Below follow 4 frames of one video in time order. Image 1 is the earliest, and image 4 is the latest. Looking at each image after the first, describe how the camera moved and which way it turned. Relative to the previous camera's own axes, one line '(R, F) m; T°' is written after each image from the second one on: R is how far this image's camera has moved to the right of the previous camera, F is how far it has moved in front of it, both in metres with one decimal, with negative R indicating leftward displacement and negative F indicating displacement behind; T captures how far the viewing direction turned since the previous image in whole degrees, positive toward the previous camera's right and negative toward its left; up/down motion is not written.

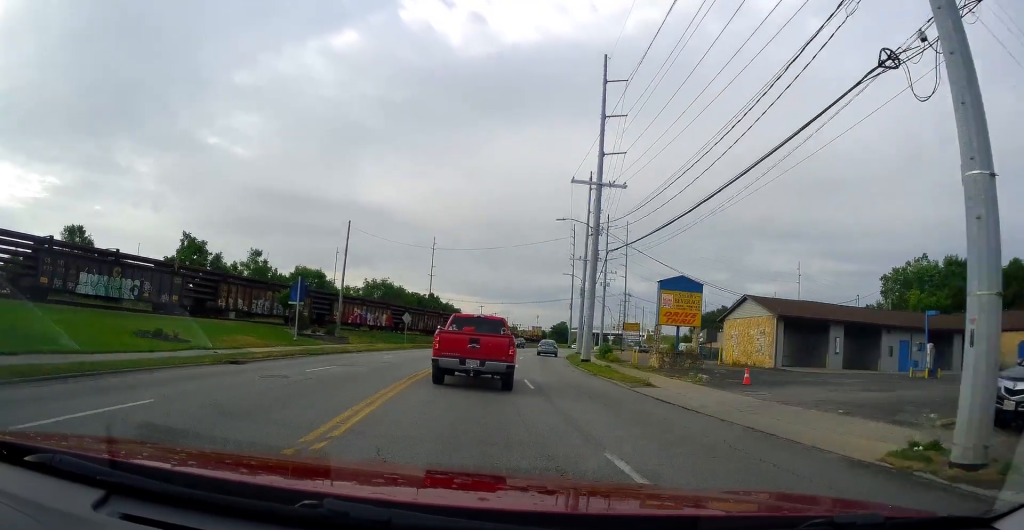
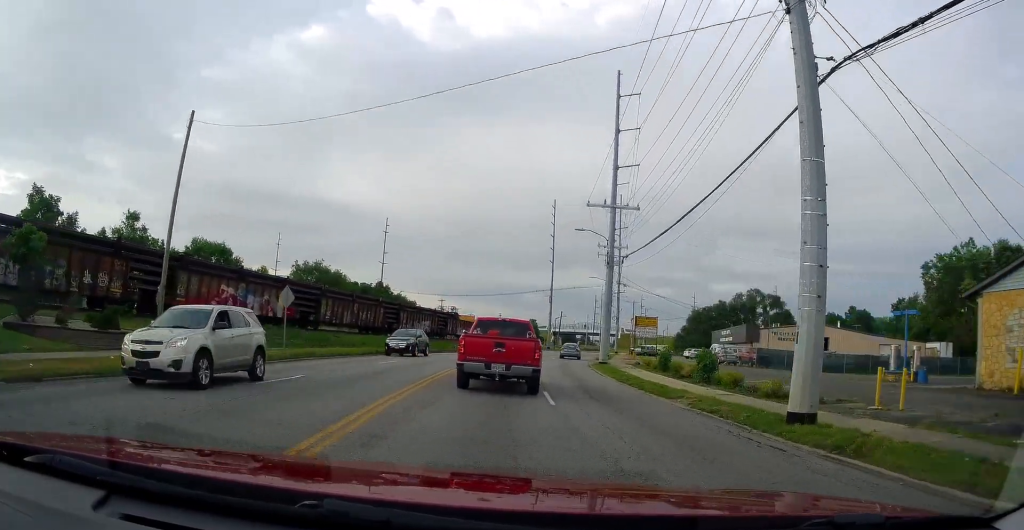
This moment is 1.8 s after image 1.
(+0.6, +28.1) m; +2°
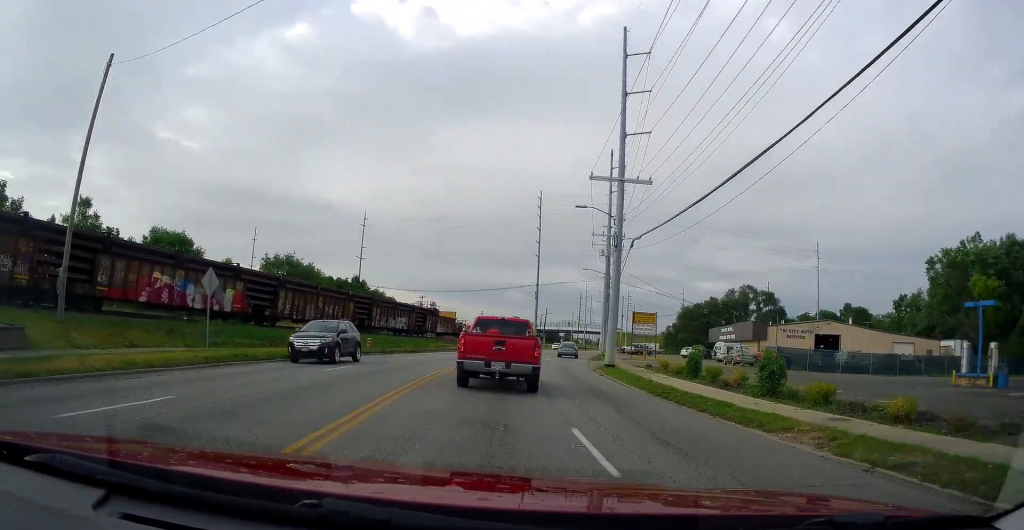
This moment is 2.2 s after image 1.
(0.0, +7.0) m; +1°
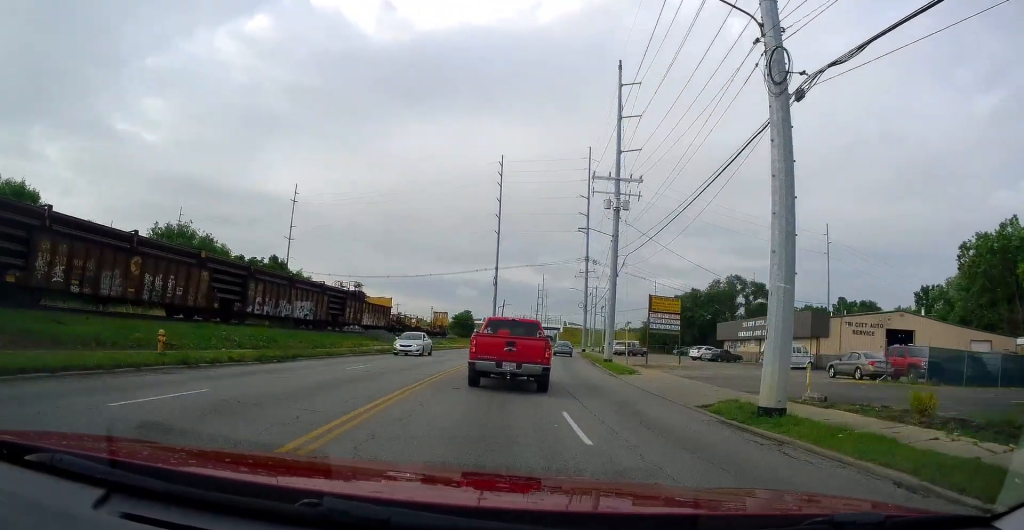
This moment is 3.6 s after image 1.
(+0.5, +22.8) m; +5°
